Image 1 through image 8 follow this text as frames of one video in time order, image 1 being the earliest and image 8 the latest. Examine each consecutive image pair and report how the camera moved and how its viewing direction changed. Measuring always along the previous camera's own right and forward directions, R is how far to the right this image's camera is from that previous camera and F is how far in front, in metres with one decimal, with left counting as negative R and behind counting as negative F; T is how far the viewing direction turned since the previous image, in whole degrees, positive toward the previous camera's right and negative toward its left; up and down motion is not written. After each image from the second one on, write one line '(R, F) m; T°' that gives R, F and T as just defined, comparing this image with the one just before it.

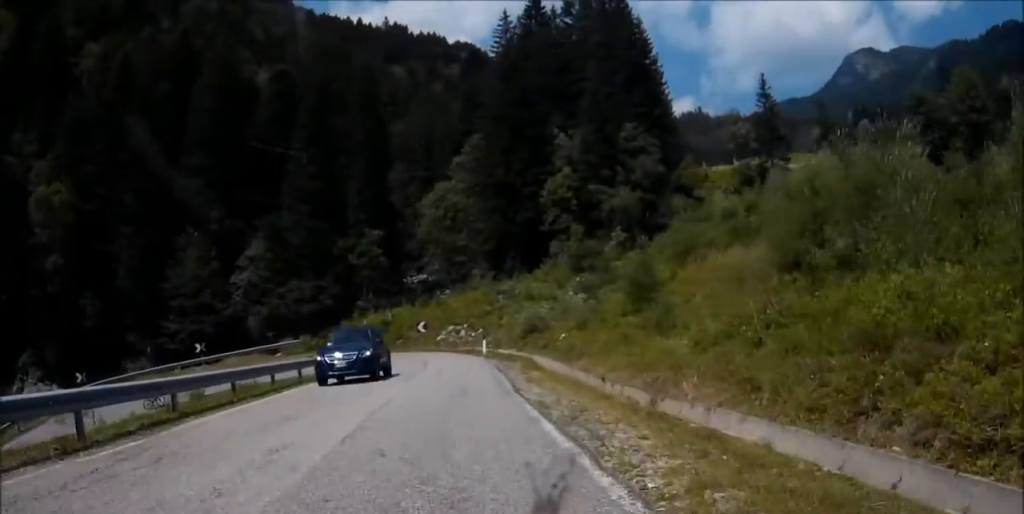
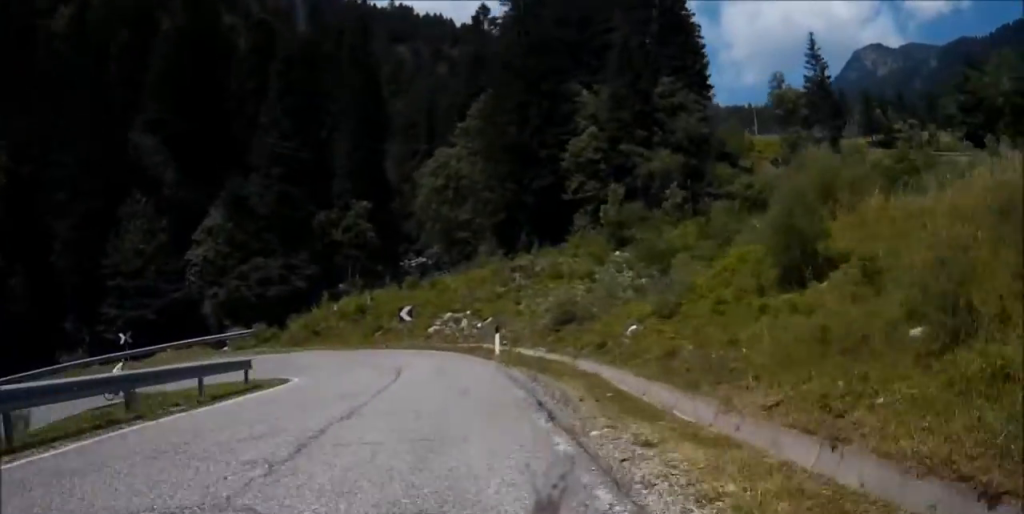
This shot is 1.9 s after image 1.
(-0.1, +11.5) m; -3°
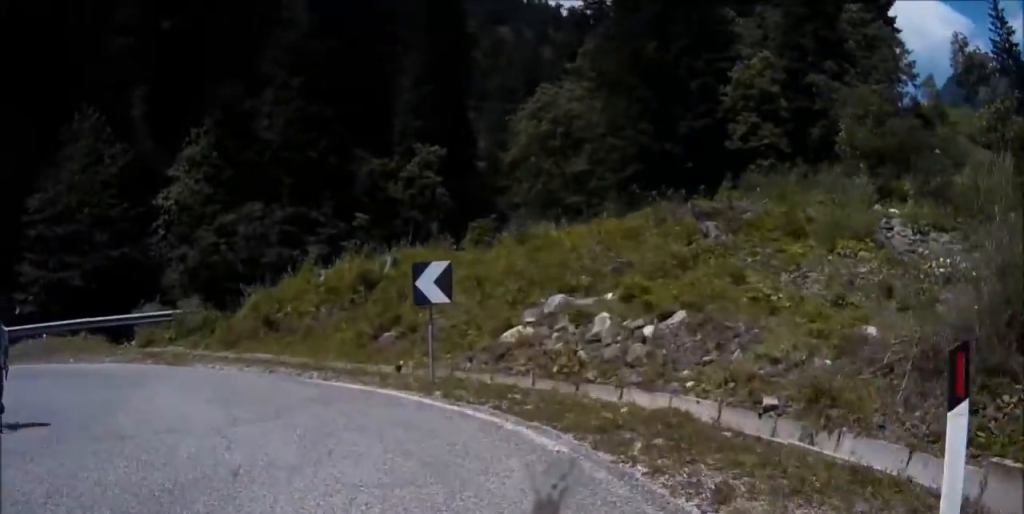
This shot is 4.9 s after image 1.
(-2.2, +16.9) m; -19°
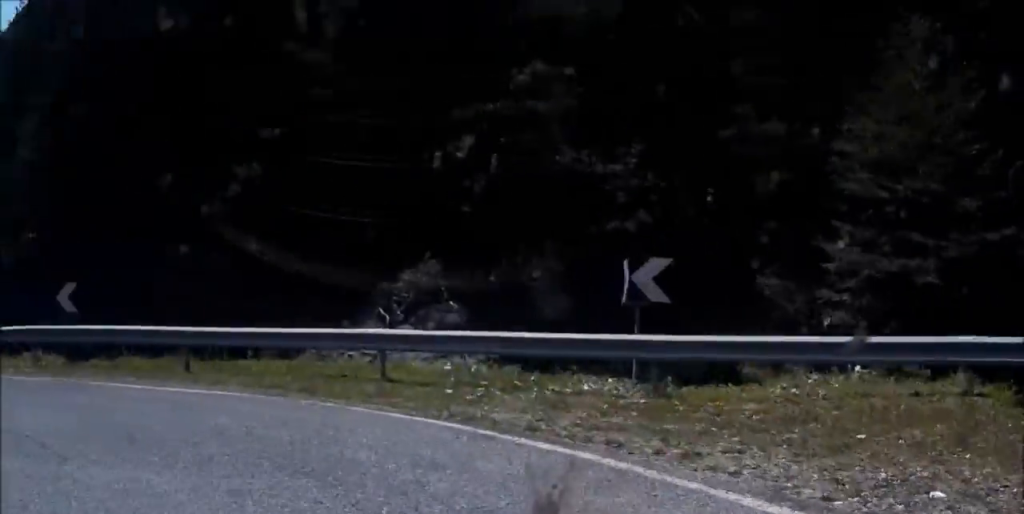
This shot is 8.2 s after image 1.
(-6.3, +14.0) m; -78°
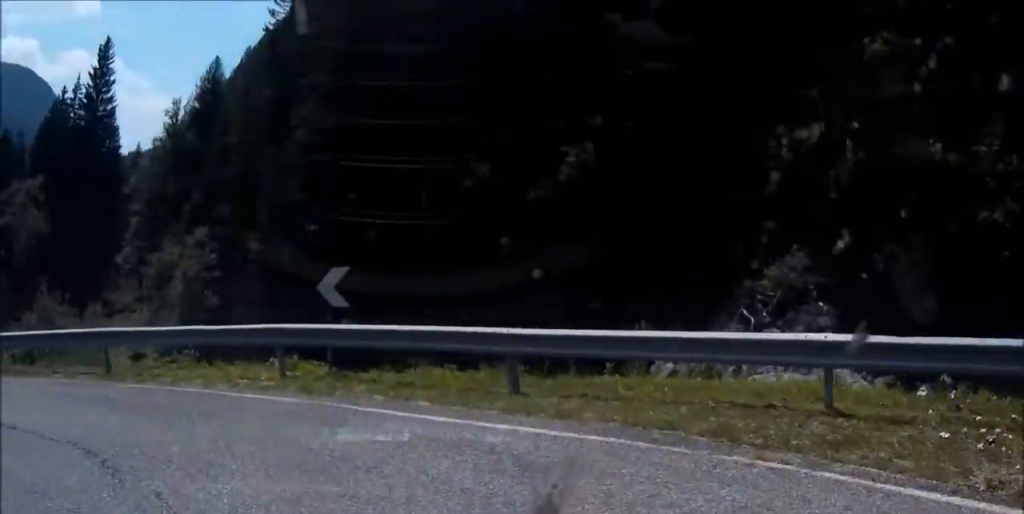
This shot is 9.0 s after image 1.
(-0.5, +4.5) m; -30°
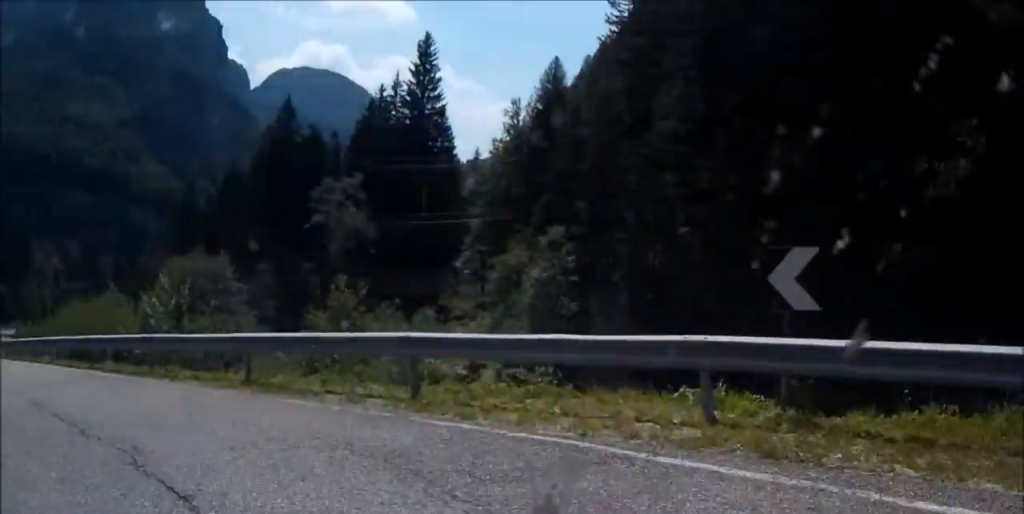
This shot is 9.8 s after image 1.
(-1.6, +5.1) m; -18°
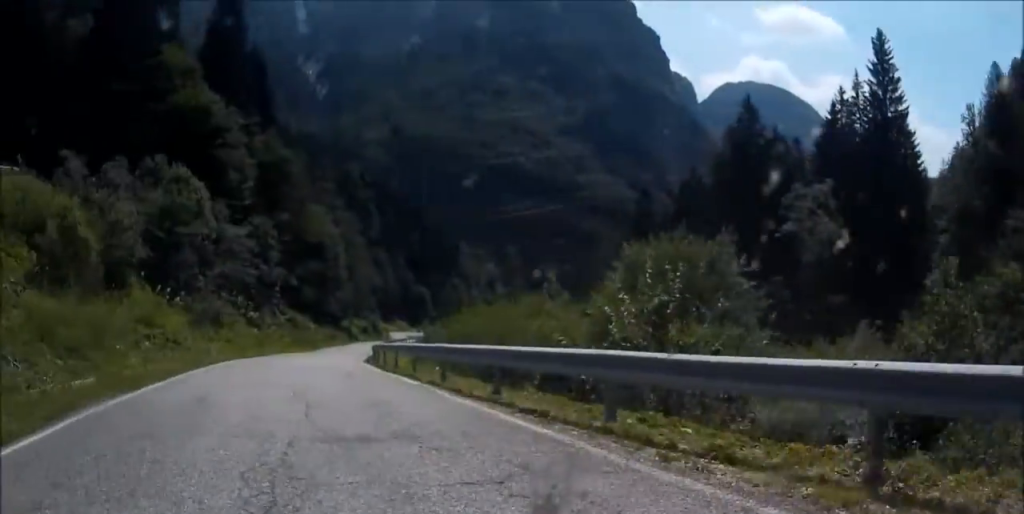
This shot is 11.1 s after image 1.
(-3.3, +10.6) m; -15°
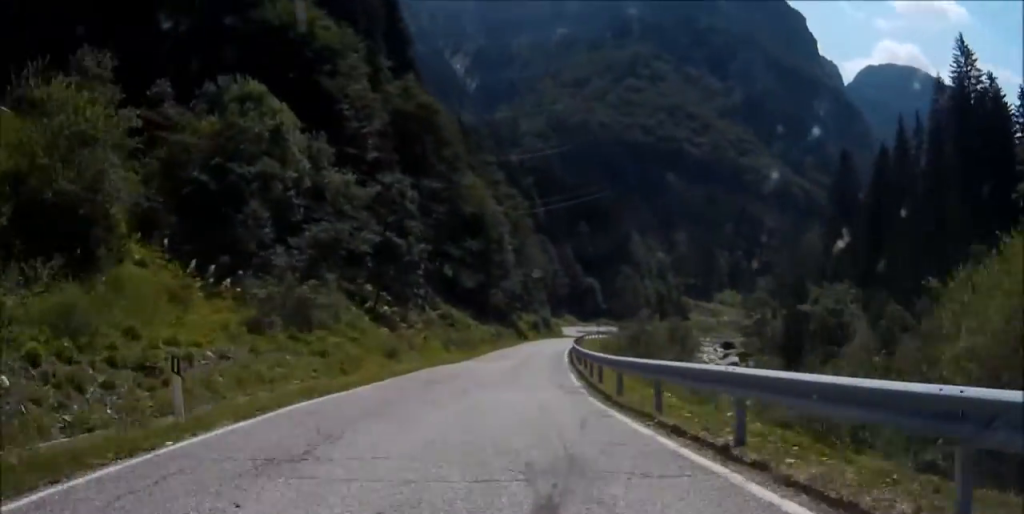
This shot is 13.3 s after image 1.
(-1.6, +25.4) m; -2°
